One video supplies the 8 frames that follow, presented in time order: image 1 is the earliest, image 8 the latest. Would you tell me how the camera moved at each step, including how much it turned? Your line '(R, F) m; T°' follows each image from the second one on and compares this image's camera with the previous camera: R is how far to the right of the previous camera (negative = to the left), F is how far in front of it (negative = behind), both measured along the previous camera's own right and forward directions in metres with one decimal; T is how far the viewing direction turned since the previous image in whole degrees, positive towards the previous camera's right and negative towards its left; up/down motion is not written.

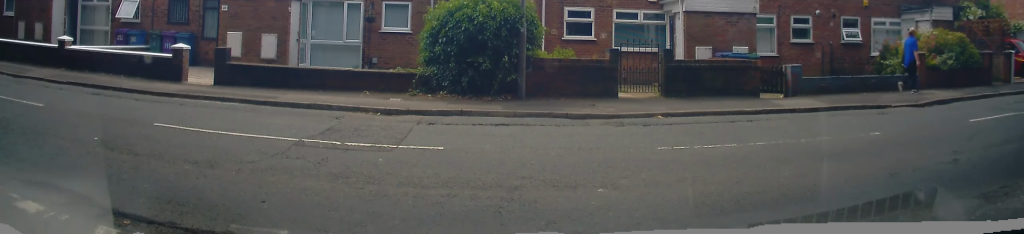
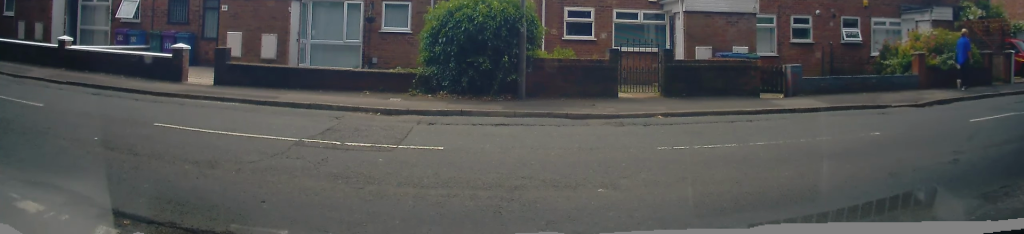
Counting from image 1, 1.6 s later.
(0.0, +0.2) m; 0°
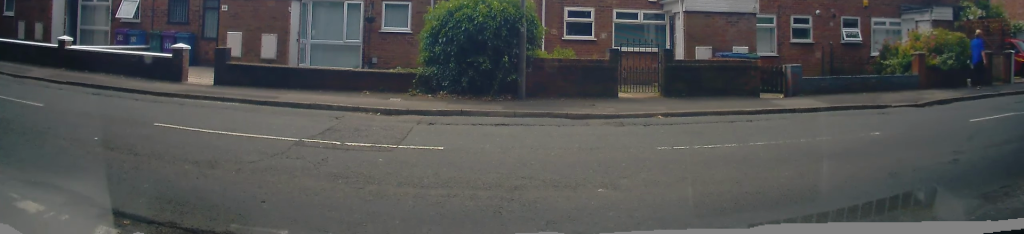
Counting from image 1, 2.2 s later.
(0.0, 0.0) m; 0°
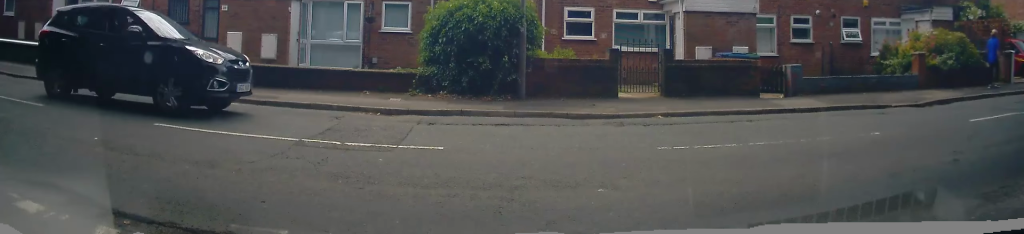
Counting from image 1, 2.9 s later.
(0.0, 0.0) m; 0°
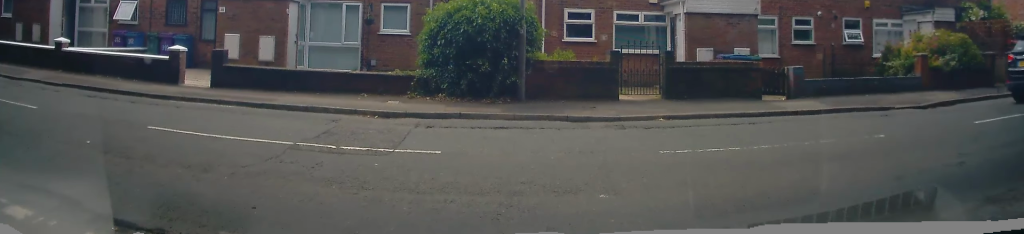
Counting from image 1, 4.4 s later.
(+0.1, +0.2) m; 0°
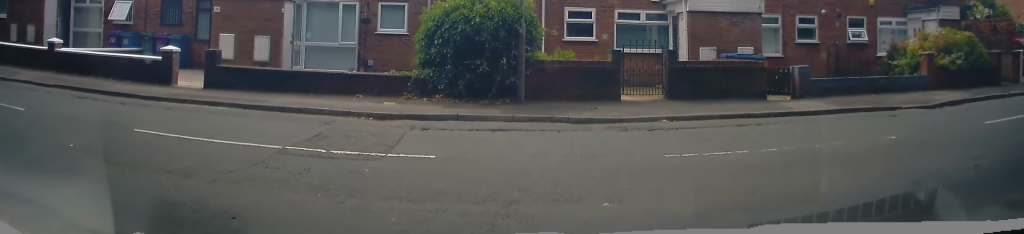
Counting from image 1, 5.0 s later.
(0.0, 0.0) m; 0°
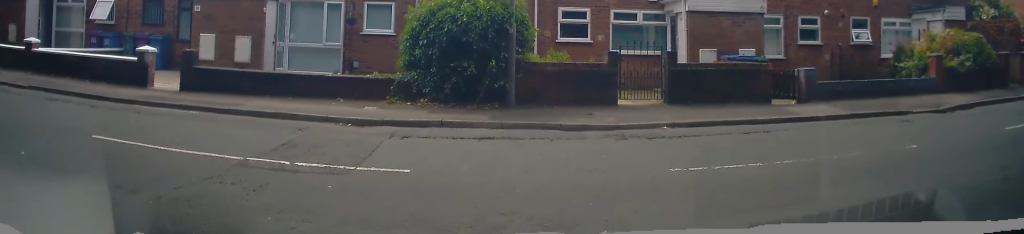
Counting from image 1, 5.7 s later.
(+0.1, +0.4) m; 0°
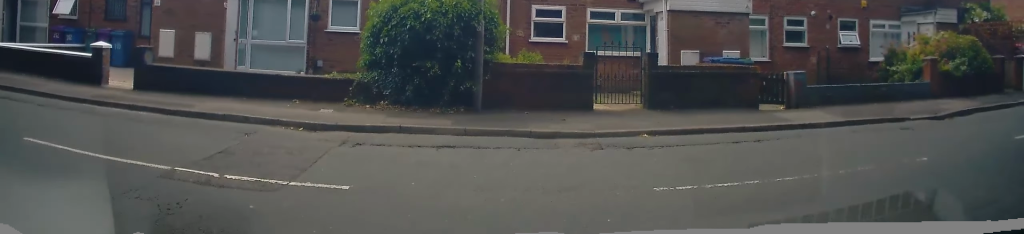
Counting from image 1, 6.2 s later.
(+0.1, +0.4) m; +2°
